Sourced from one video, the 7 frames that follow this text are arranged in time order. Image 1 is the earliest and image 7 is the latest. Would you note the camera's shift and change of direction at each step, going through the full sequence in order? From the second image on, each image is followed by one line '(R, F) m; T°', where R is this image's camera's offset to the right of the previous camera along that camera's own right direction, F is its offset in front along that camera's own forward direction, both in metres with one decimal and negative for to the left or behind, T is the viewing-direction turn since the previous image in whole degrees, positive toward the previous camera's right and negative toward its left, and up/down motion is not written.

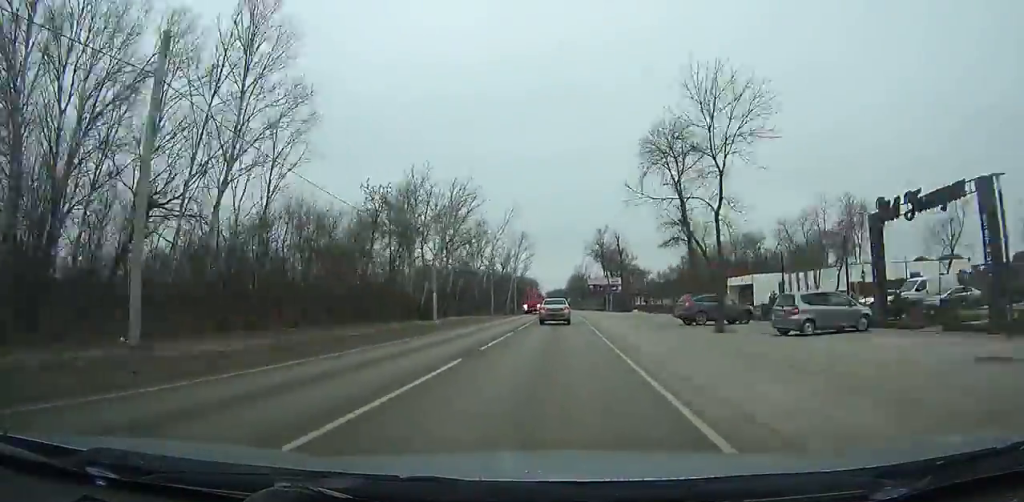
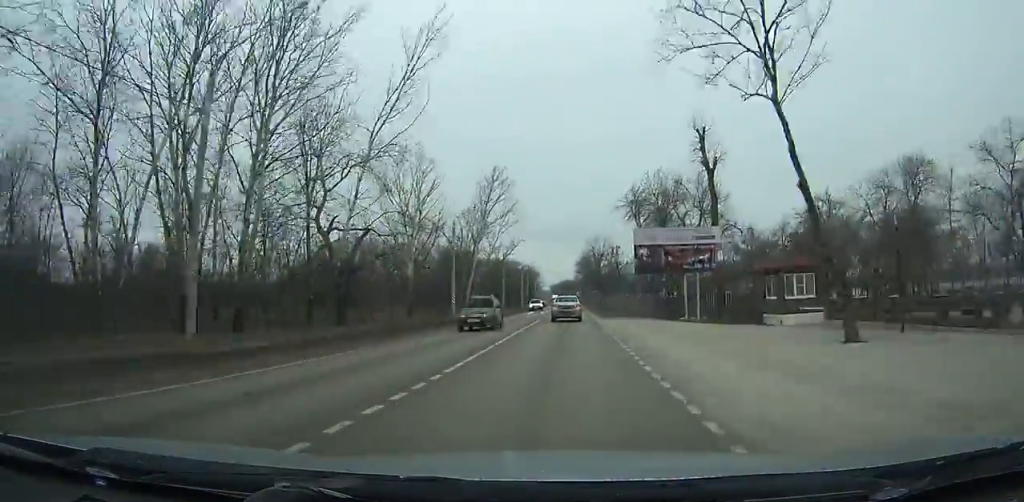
(0.0, +72.1) m; 0°
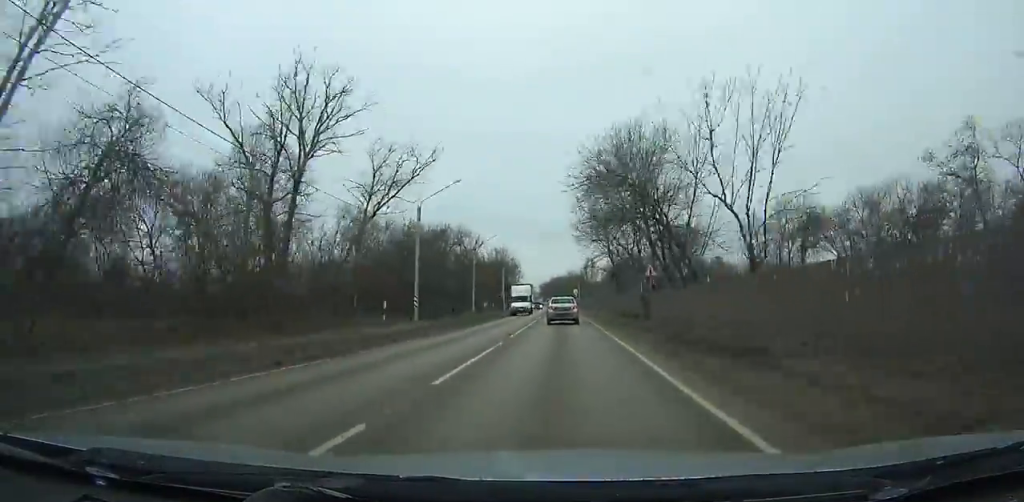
(0.0, +80.1) m; -1°
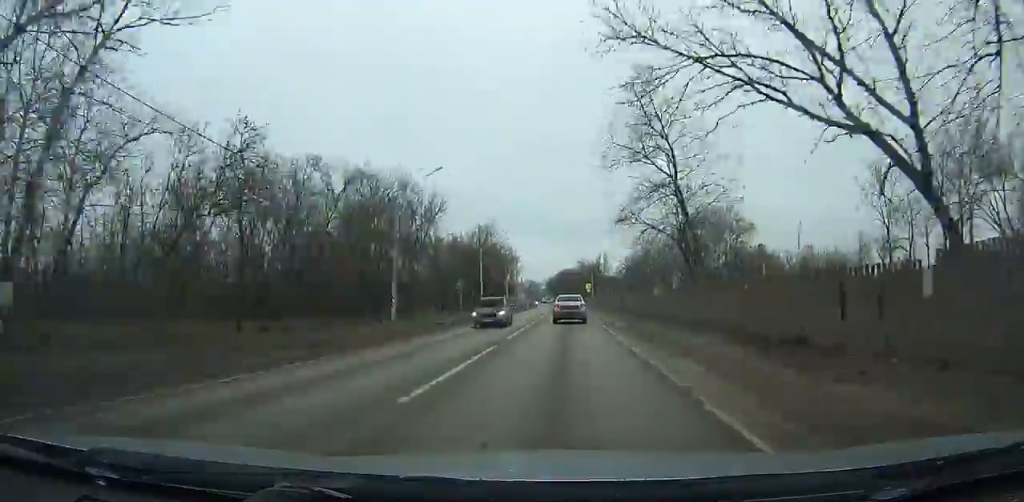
(-0.3, +35.8) m; -1°
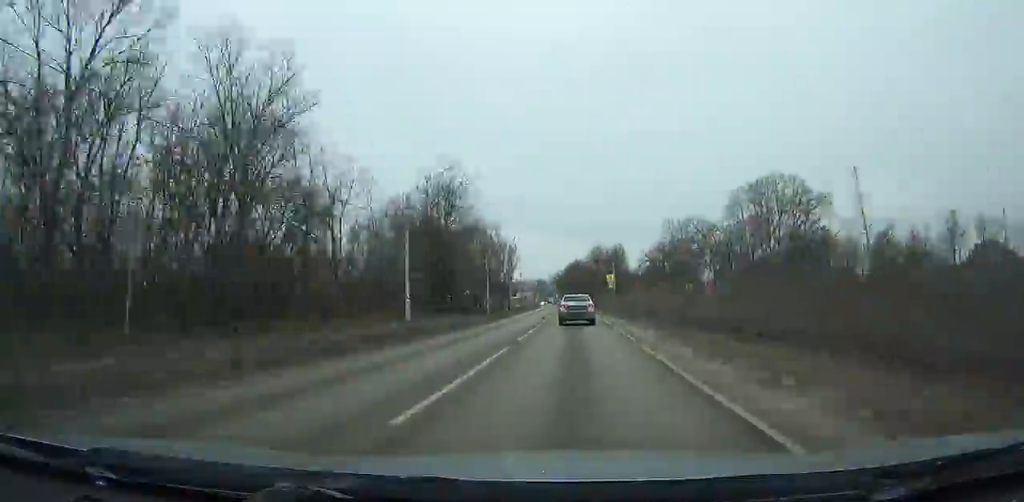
(-0.1, +35.5) m; -1°
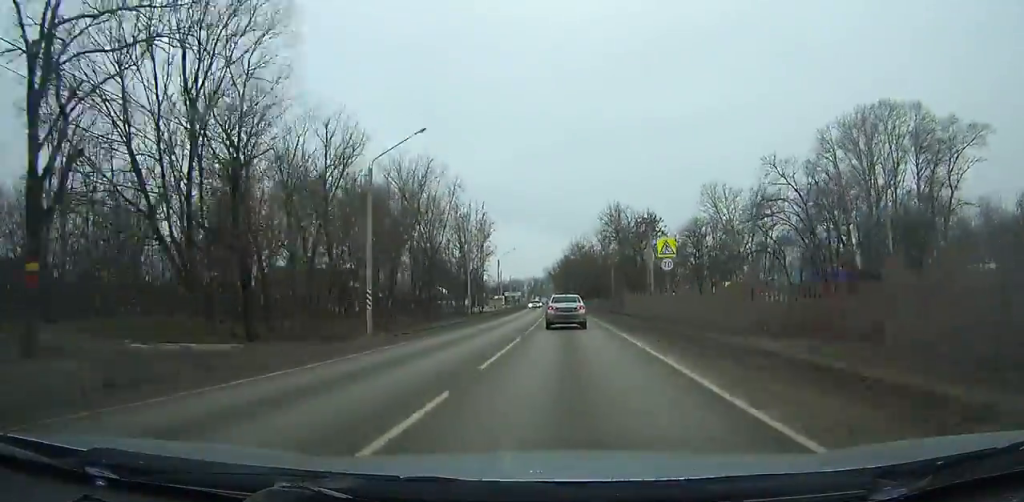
(-0.3, +40.1) m; -1°
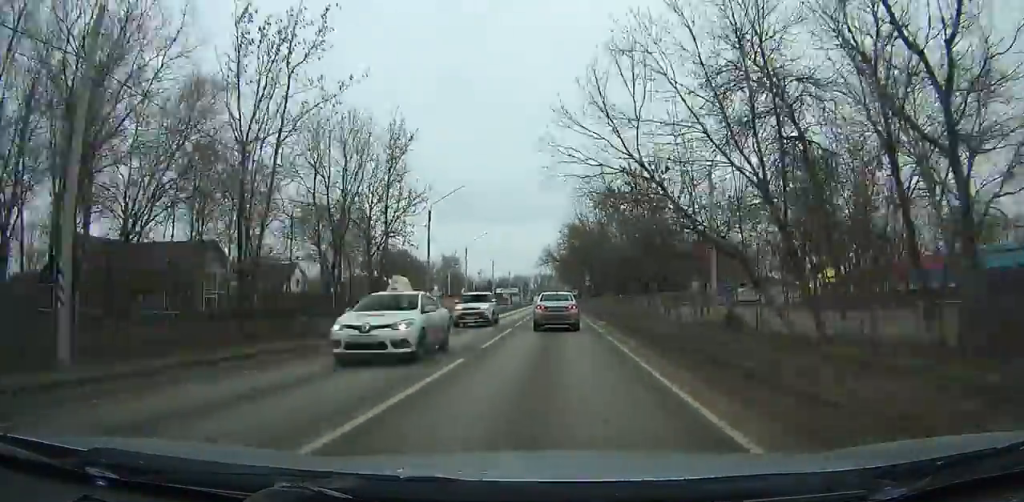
(-0.4, +53.3) m; -1°
